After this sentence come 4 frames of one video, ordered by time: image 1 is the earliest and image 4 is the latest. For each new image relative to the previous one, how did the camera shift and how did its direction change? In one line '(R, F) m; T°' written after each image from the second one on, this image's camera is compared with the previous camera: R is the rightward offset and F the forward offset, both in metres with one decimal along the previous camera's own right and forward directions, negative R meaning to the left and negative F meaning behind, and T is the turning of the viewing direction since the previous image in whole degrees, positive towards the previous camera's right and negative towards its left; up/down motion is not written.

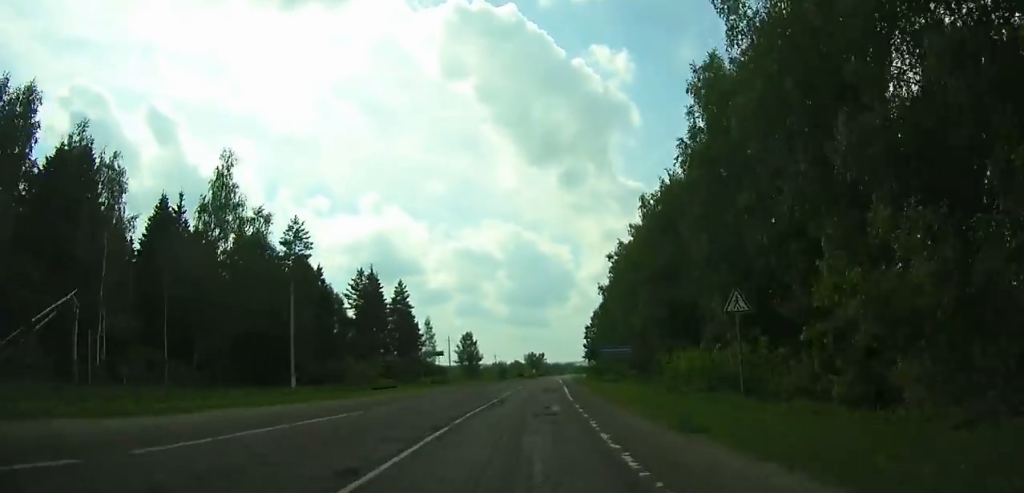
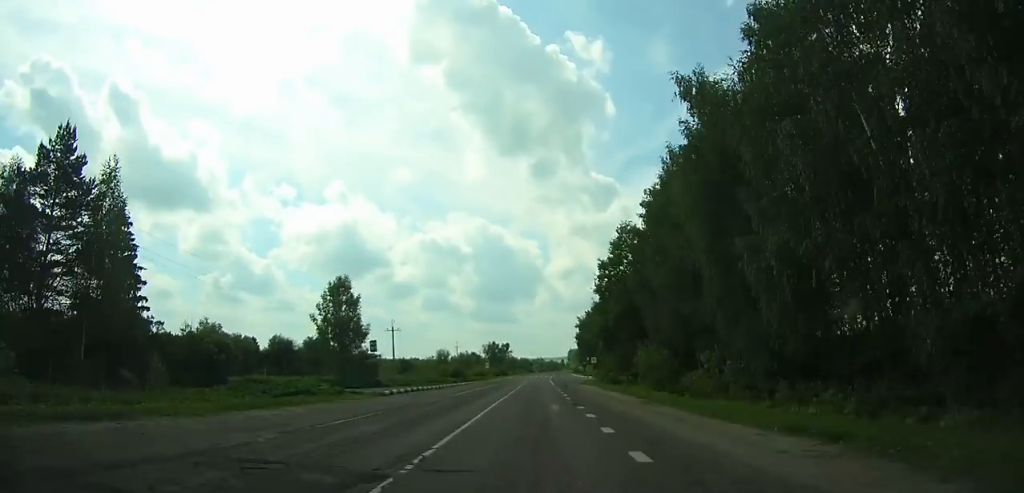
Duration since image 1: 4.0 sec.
(+2.9, +95.9) m; +3°
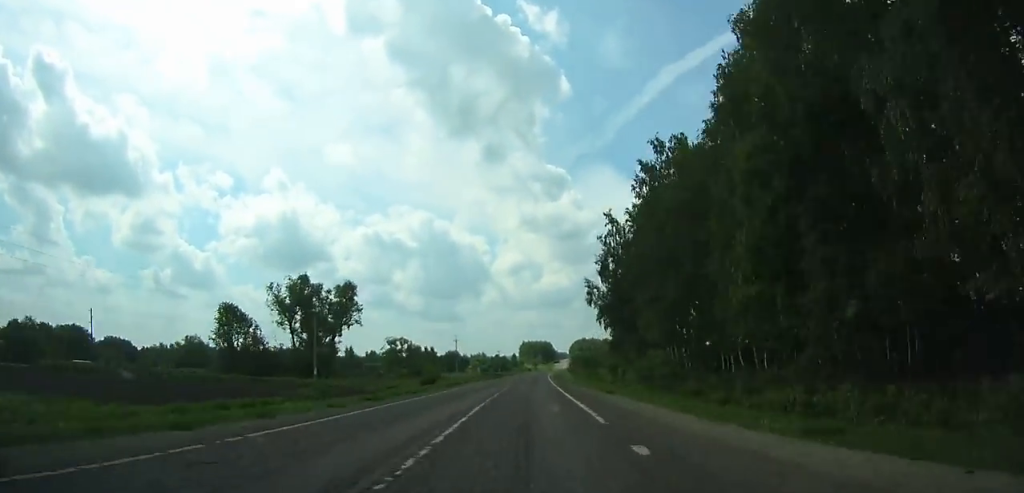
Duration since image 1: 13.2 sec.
(+10.5, +223.4) m; +5°
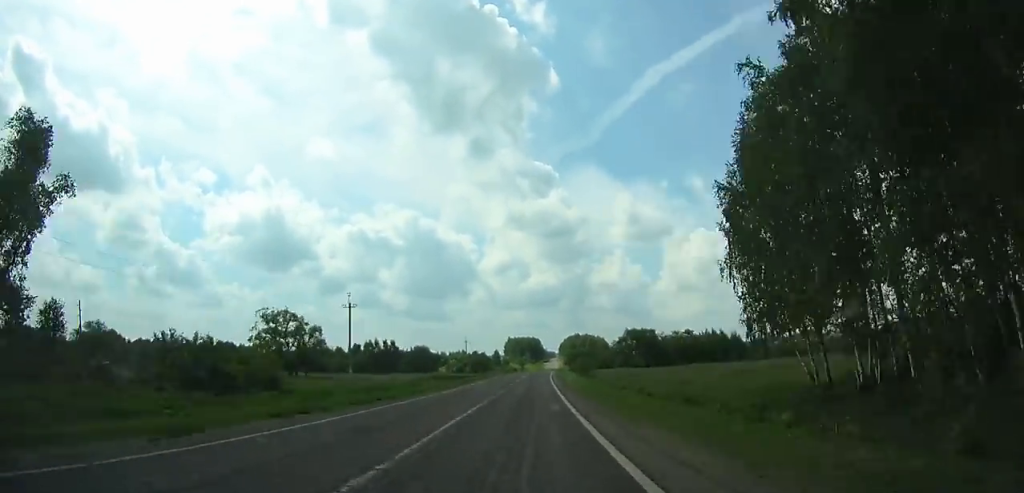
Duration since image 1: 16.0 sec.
(+0.9, +69.4) m; +1°
